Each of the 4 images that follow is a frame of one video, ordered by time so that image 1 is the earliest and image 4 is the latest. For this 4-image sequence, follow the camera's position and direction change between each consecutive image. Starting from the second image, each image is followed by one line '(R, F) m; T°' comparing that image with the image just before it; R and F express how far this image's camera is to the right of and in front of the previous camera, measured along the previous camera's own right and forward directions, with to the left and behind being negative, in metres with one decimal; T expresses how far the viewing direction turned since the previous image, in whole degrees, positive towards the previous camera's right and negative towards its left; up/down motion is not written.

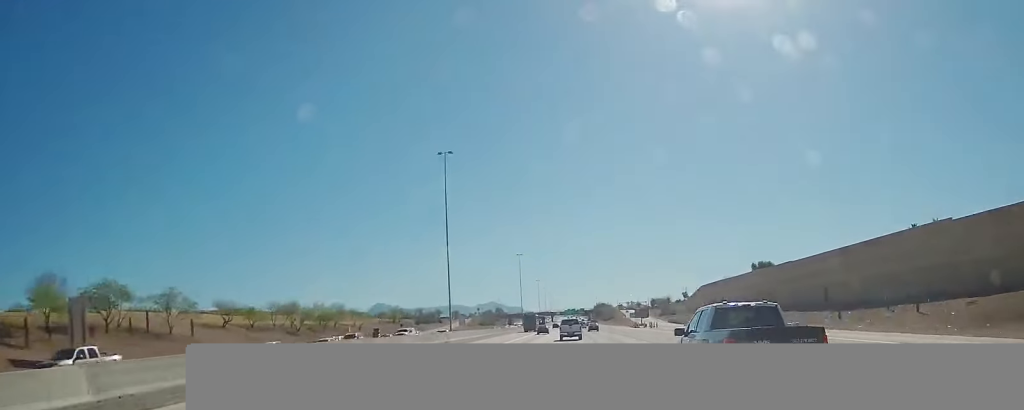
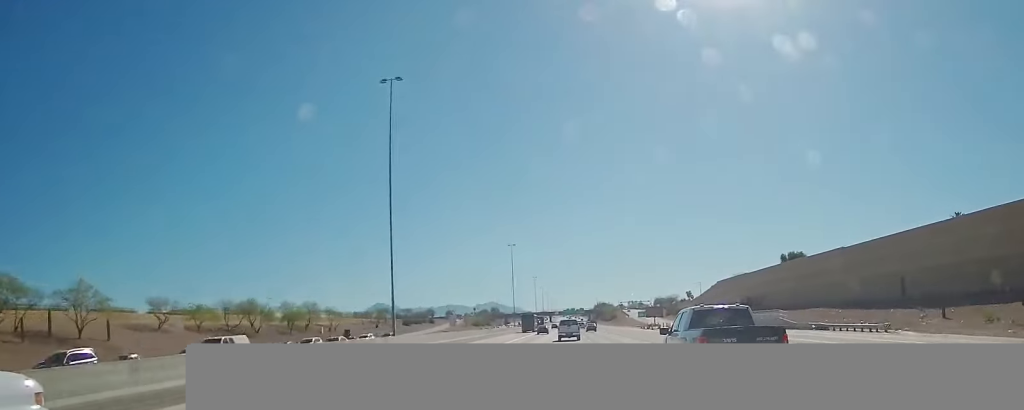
(0.0, +25.1) m; 0°
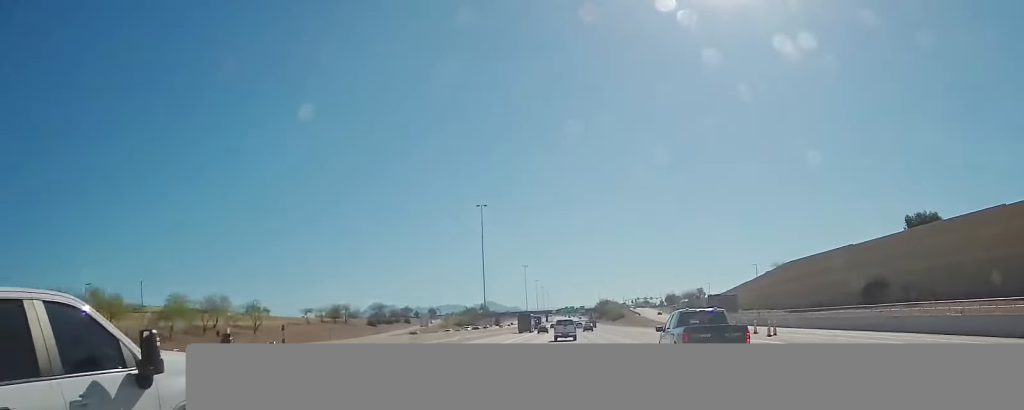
(0.0, +58.7) m; 0°
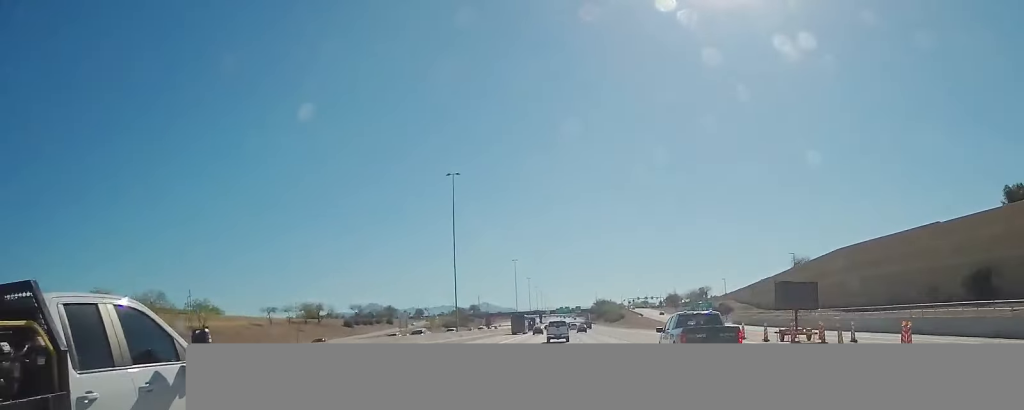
(0.0, +25.1) m; 0°
